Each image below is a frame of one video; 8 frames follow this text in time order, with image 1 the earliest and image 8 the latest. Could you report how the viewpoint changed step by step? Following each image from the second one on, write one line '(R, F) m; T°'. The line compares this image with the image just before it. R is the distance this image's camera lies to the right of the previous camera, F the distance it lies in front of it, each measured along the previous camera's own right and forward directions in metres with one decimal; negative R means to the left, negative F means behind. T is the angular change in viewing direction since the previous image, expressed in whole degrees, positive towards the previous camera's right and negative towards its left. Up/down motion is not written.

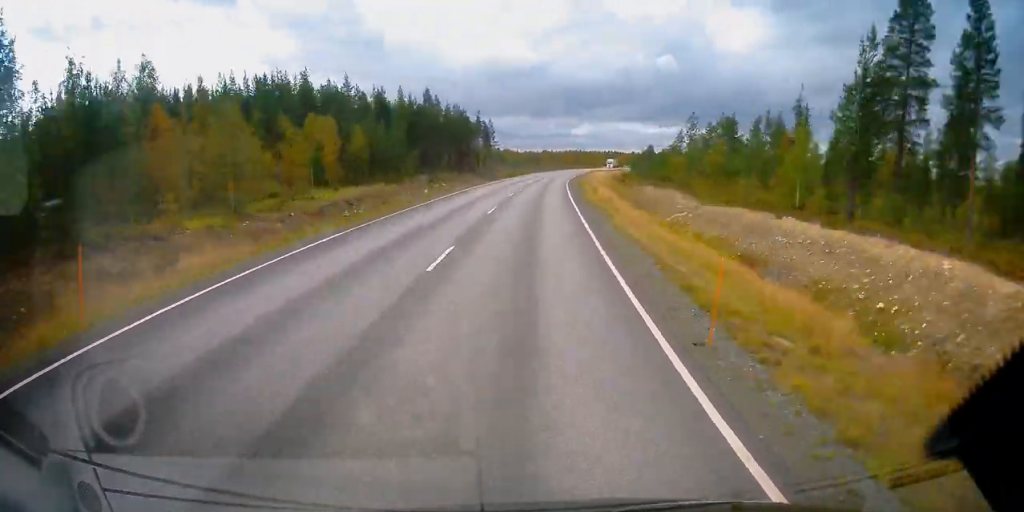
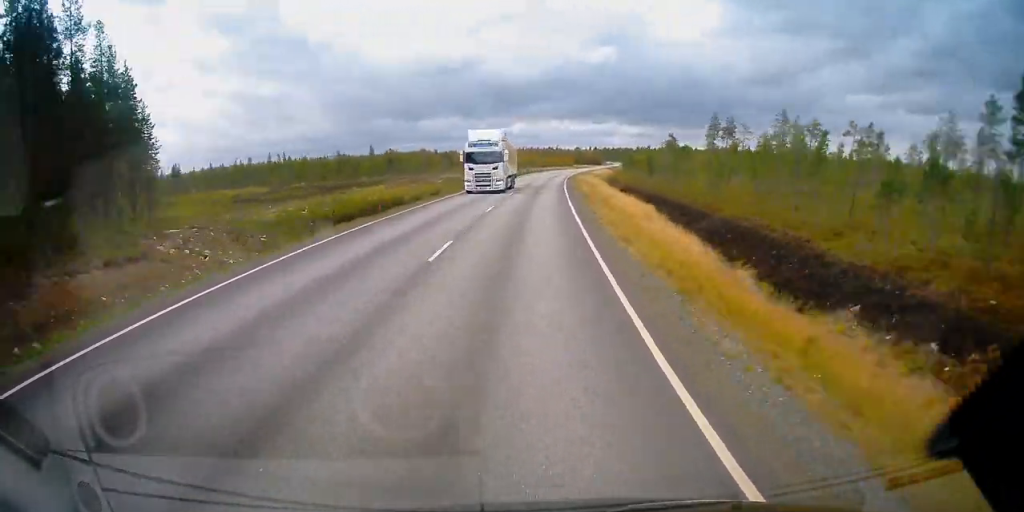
(+6.3, +105.3) m; +6°
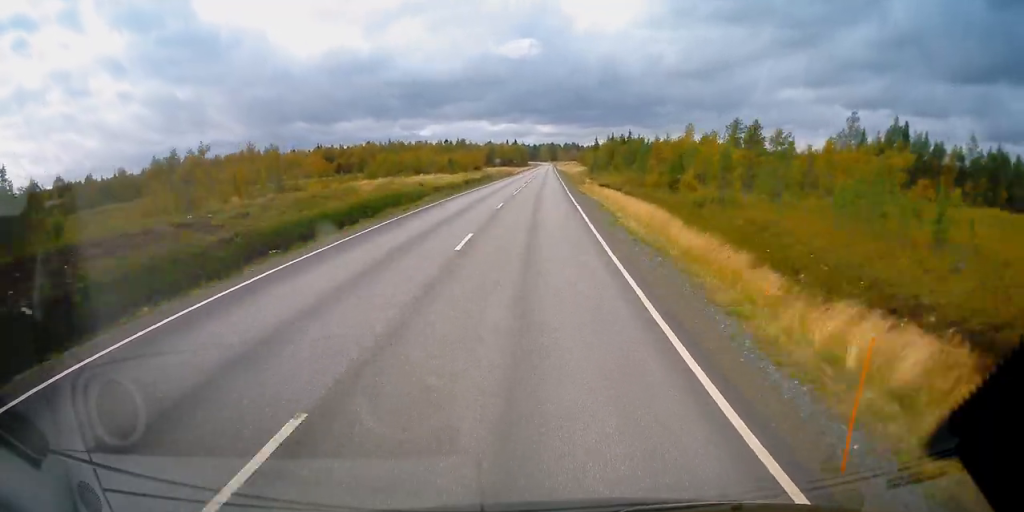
(+10.6, +151.3) m; +6°
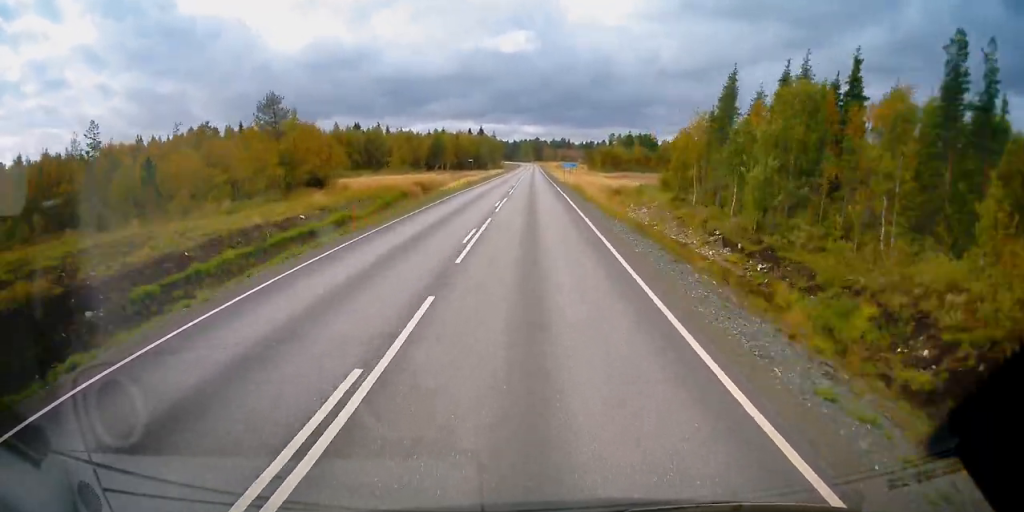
(+1.4, +120.1) m; +1°
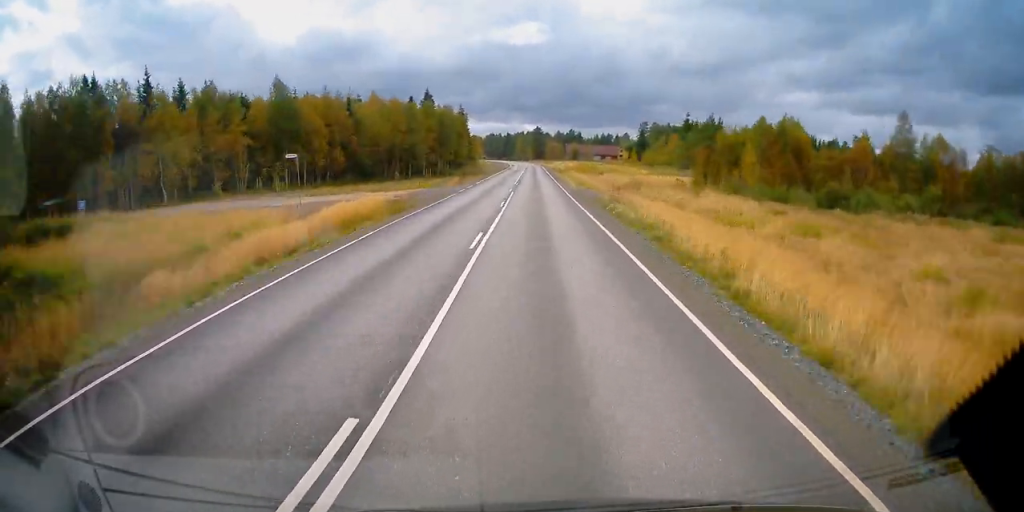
(+0.3, +110.2) m; 0°
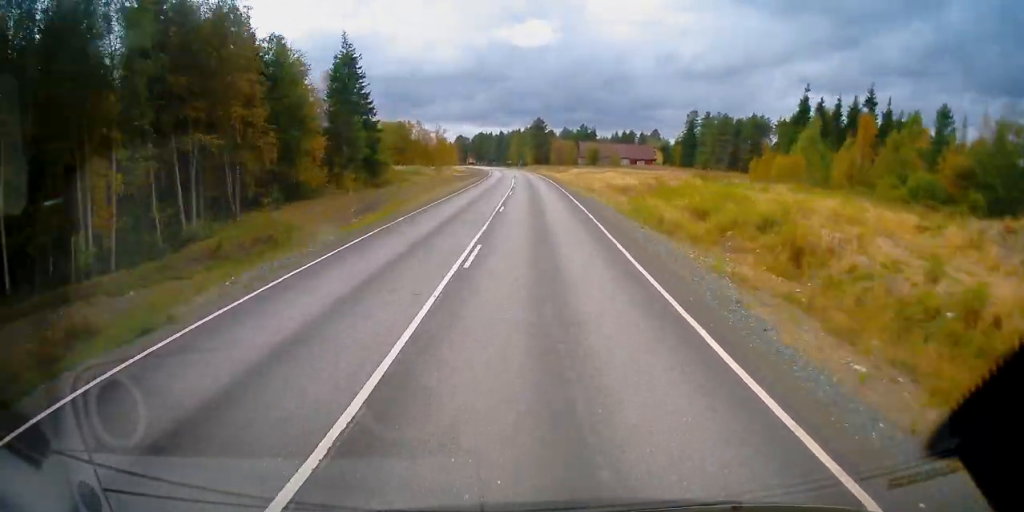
(-0.2, +83.6) m; -1°
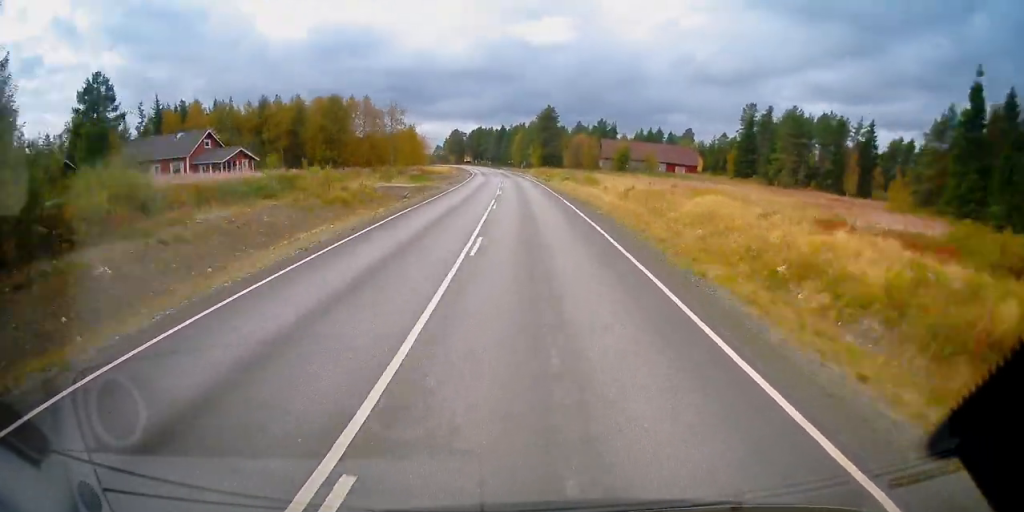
(0.0, +45.9) m; -1°
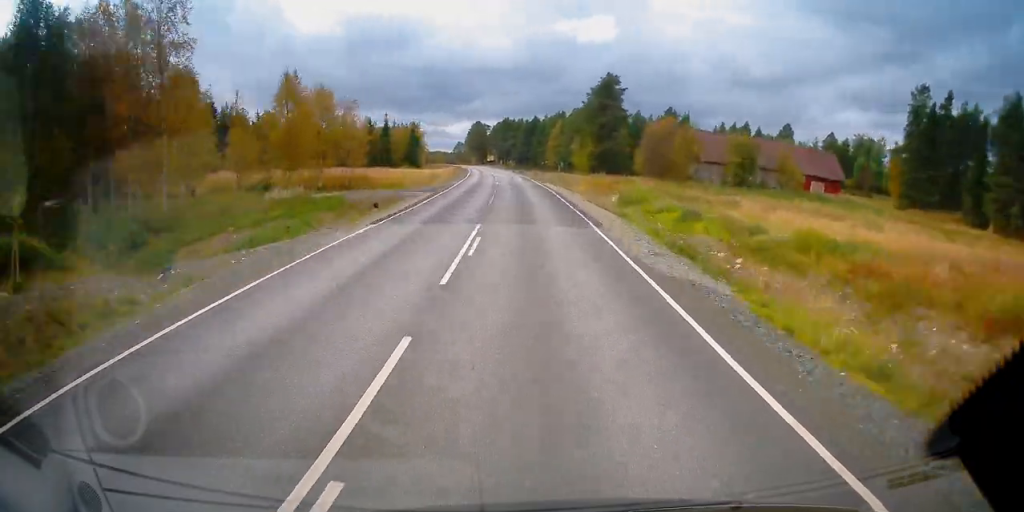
(-1.3, +60.4) m; -3°
